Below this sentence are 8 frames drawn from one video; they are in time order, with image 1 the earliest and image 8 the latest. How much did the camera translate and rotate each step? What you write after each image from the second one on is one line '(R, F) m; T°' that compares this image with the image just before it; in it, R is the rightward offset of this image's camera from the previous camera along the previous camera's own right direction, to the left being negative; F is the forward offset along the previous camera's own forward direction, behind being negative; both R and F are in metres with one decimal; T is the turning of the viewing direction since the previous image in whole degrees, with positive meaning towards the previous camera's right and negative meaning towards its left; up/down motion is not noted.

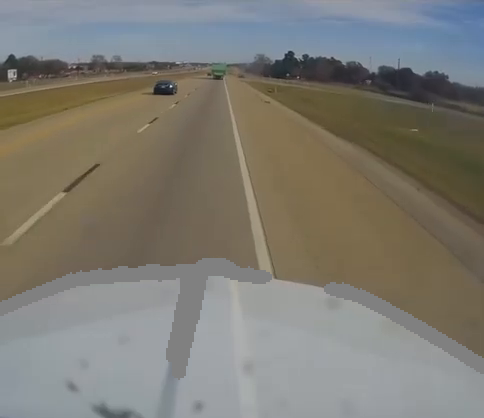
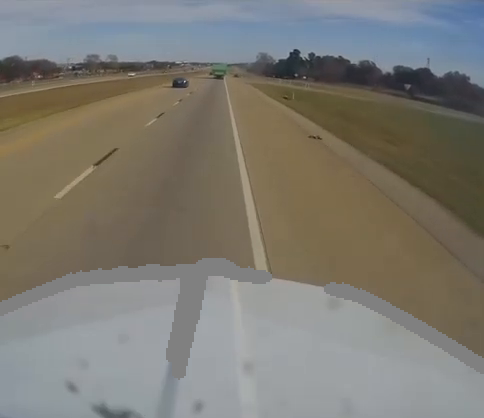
(-0.2, +22.5) m; 0°
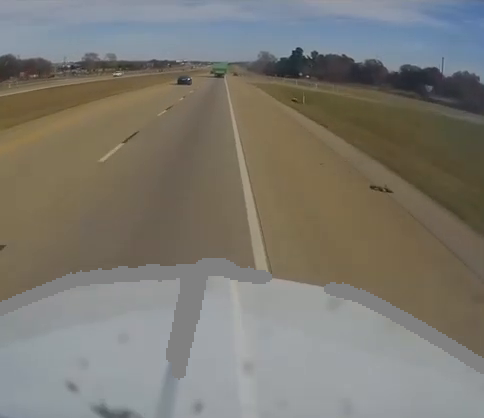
(-0.1, +8.9) m; +1°
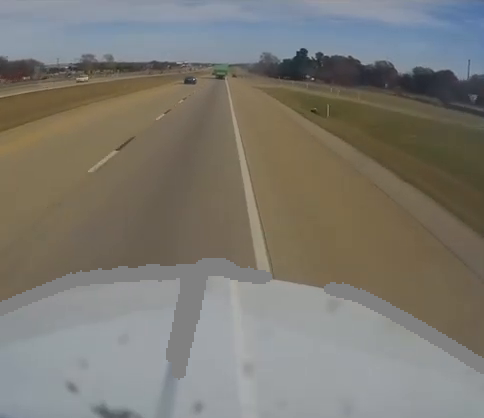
(+0.5, +13.7) m; +1°
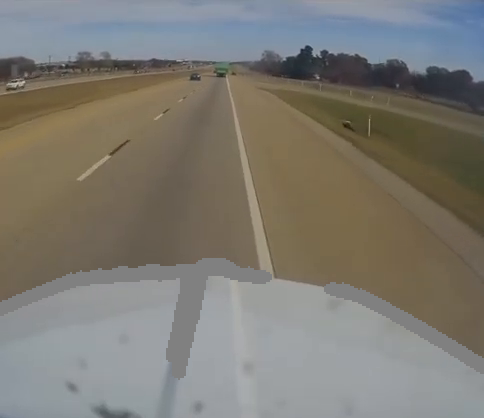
(0.0, +13.6) m; -1°
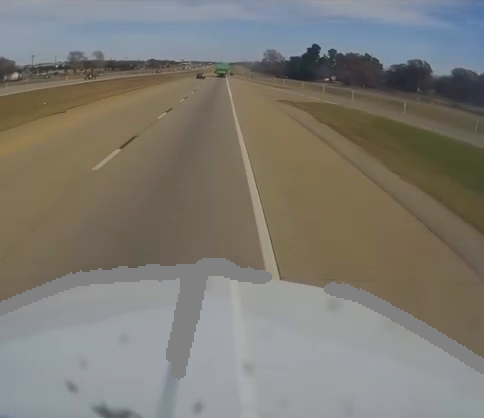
(-0.6, +23.7) m; -1°
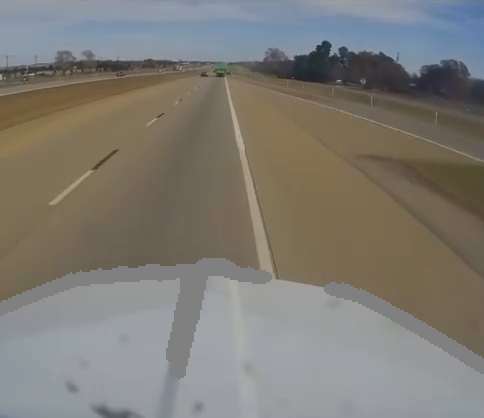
(+0.9, +27.6) m; +2°
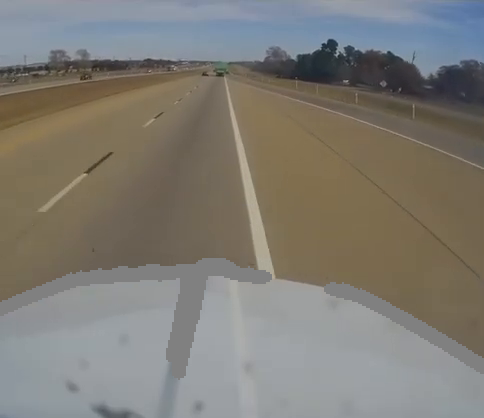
(+0.2, +12.8) m; -1°
